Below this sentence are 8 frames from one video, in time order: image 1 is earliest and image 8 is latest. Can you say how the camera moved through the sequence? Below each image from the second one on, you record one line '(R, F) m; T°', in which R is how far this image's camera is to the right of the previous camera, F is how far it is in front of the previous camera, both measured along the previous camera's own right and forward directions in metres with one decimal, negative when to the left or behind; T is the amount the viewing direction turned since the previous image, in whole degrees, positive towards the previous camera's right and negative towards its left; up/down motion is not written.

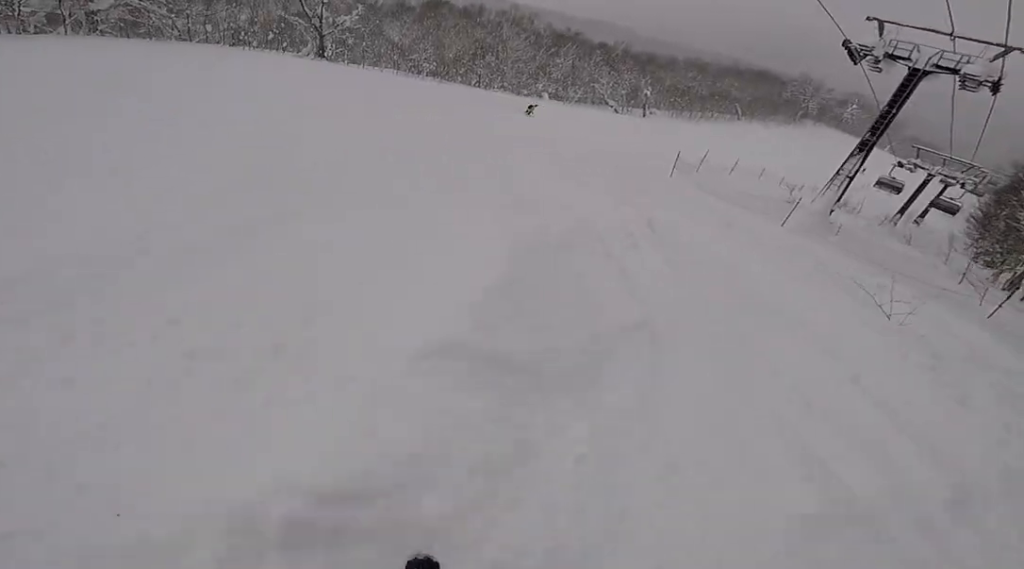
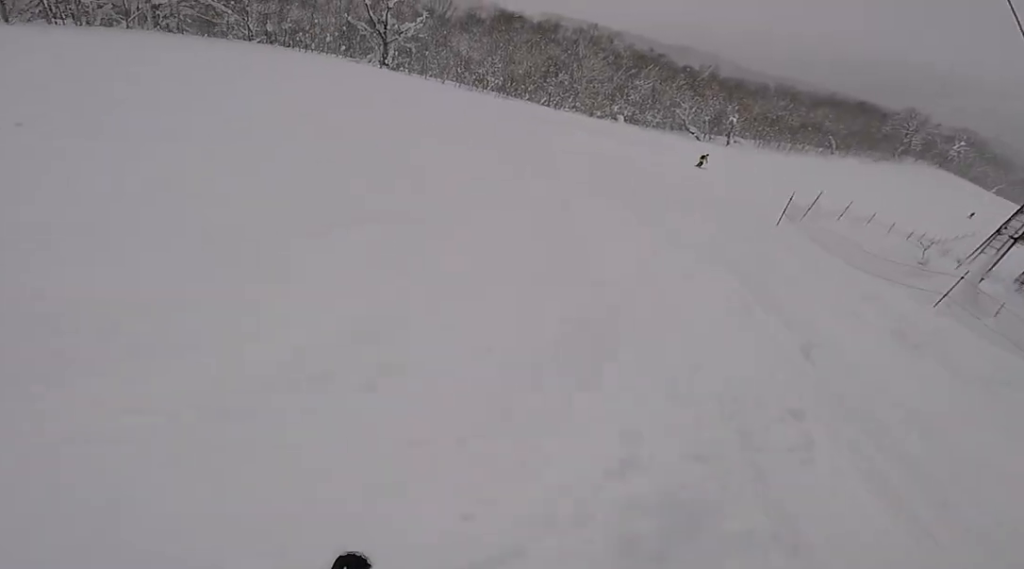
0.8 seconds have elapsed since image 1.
(0.0, +3.5) m; 0°
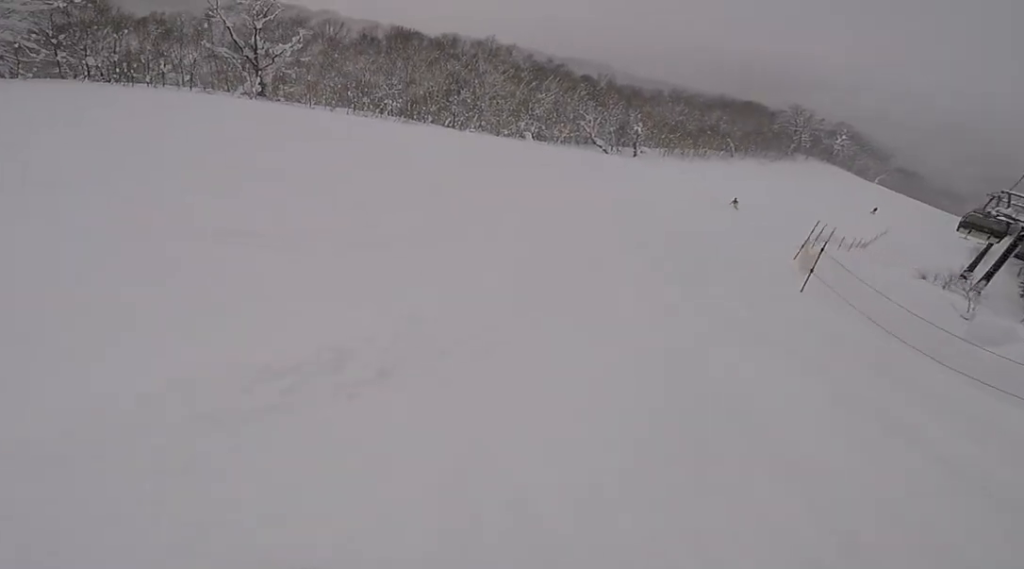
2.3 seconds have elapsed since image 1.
(0.0, +7.9) m; 0°
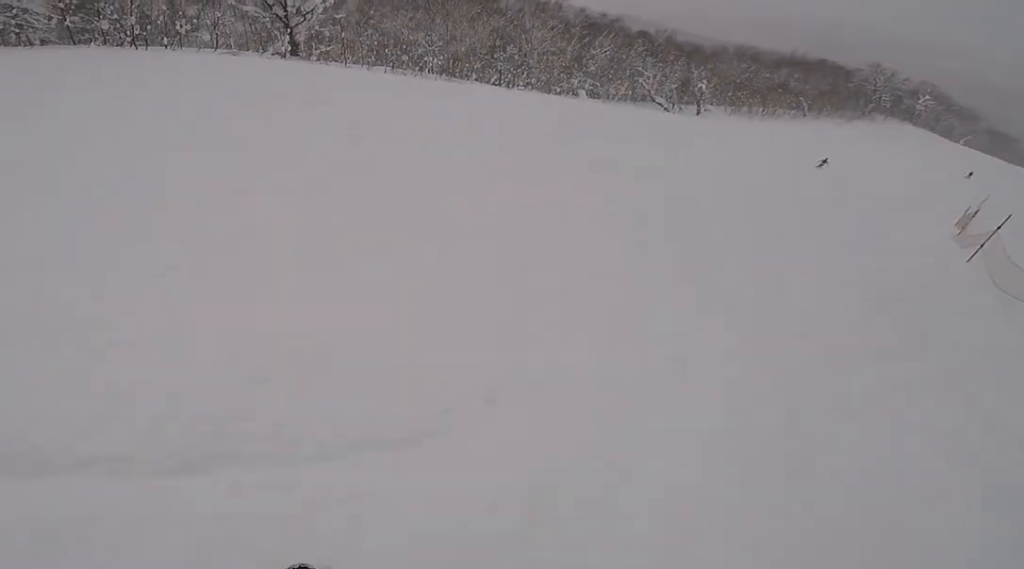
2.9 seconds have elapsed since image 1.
(0.0, +4.0) m; +7°
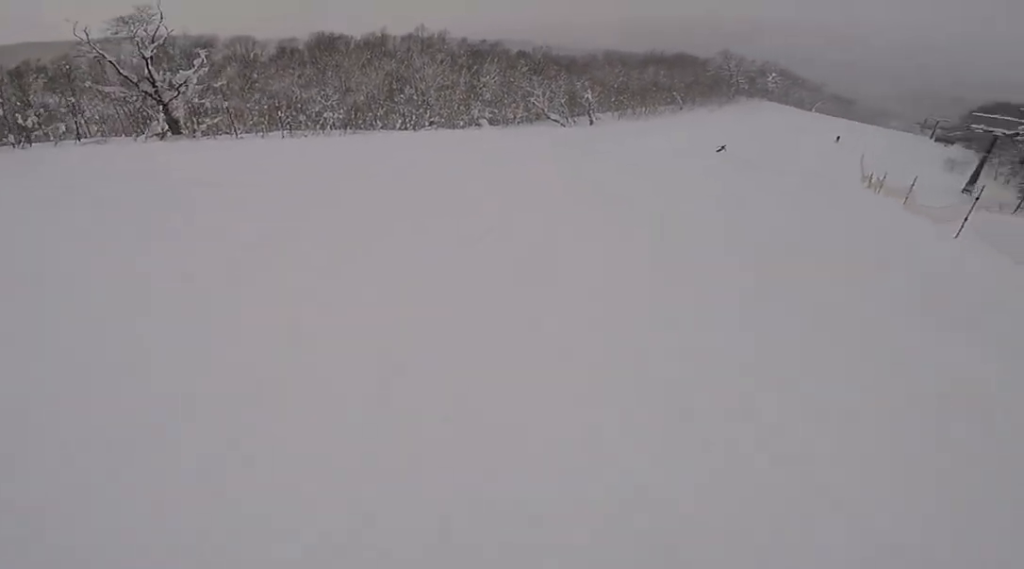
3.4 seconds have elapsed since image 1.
(-0.4, +3.3) m; +14°
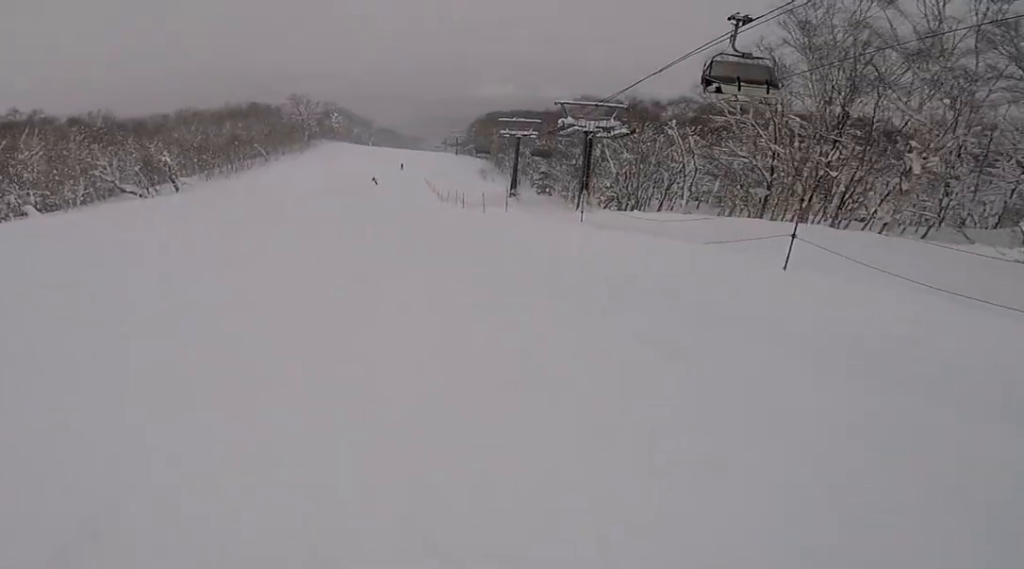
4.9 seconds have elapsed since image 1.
(+4.0, +9.3) m; +26°
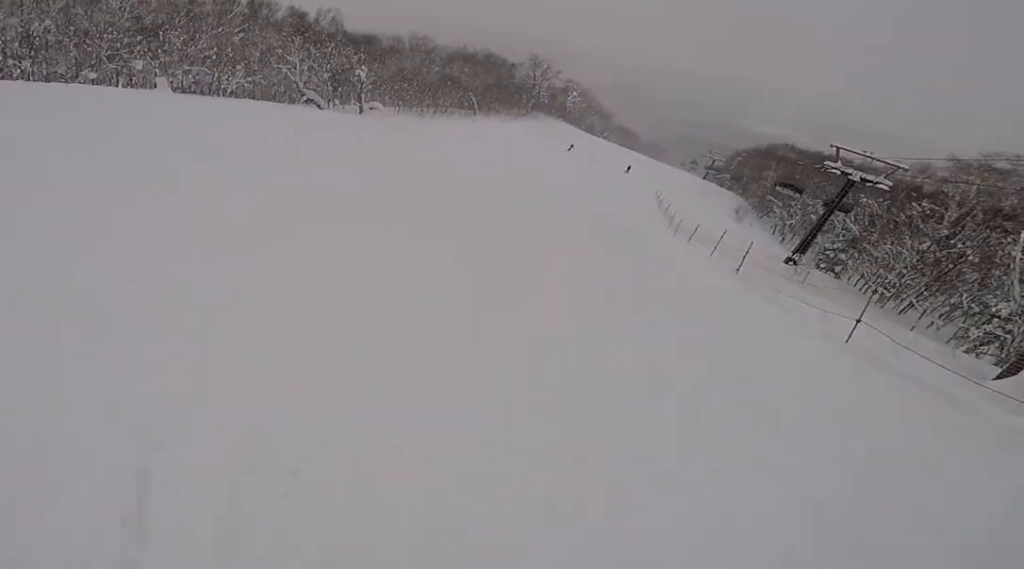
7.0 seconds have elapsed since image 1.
(-5.0, +18.3) m; -26°
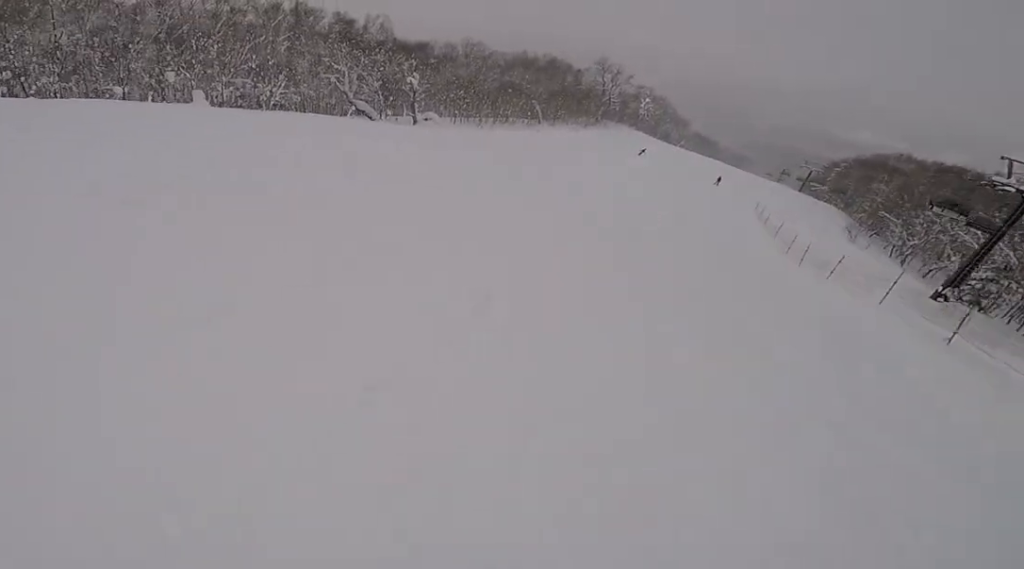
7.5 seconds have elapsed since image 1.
(-0.5, +4.9) m; 0°
